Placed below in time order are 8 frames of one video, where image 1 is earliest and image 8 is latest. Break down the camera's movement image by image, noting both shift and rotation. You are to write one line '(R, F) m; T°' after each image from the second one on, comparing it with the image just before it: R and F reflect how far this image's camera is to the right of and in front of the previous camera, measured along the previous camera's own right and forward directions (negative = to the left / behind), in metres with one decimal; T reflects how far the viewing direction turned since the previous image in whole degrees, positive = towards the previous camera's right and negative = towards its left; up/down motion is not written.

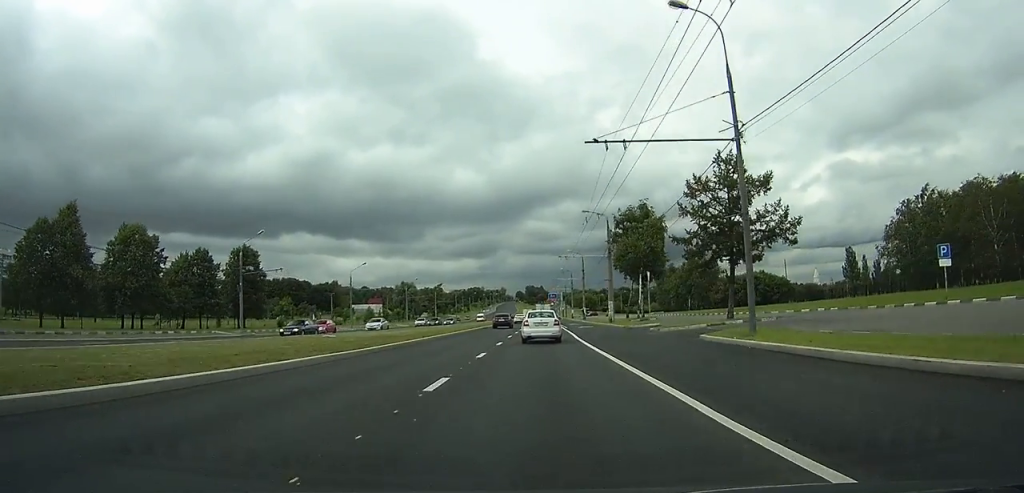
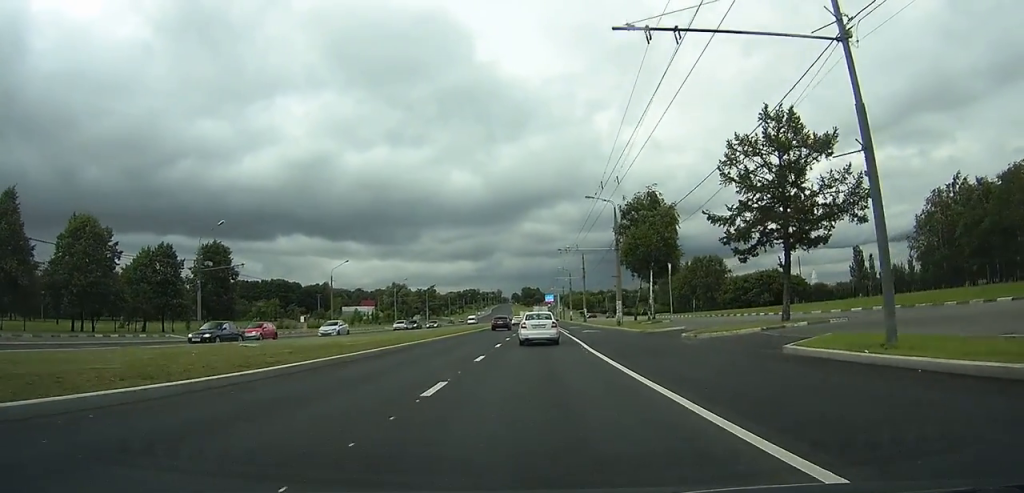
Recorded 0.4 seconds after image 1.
(0.0, +8.2) m; 0°
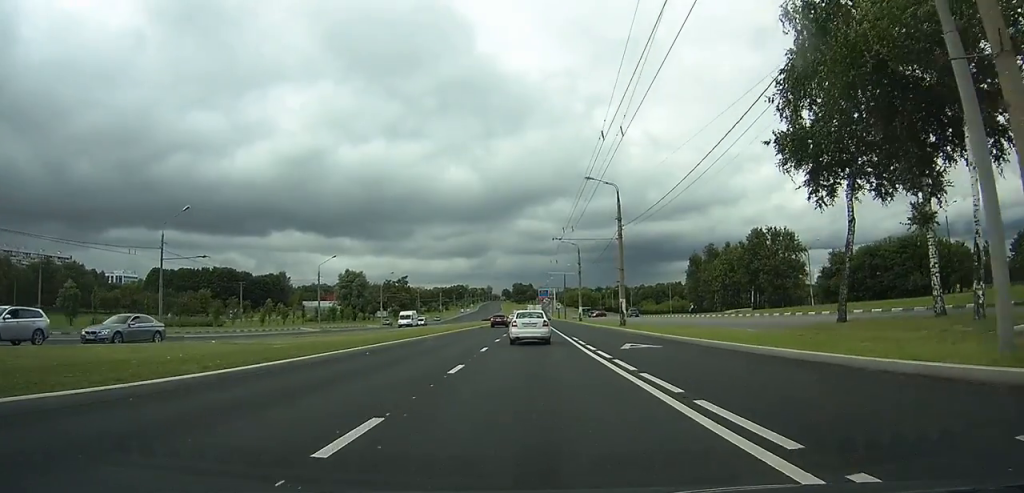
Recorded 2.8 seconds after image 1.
(+0.4, +44.6) m; +1°
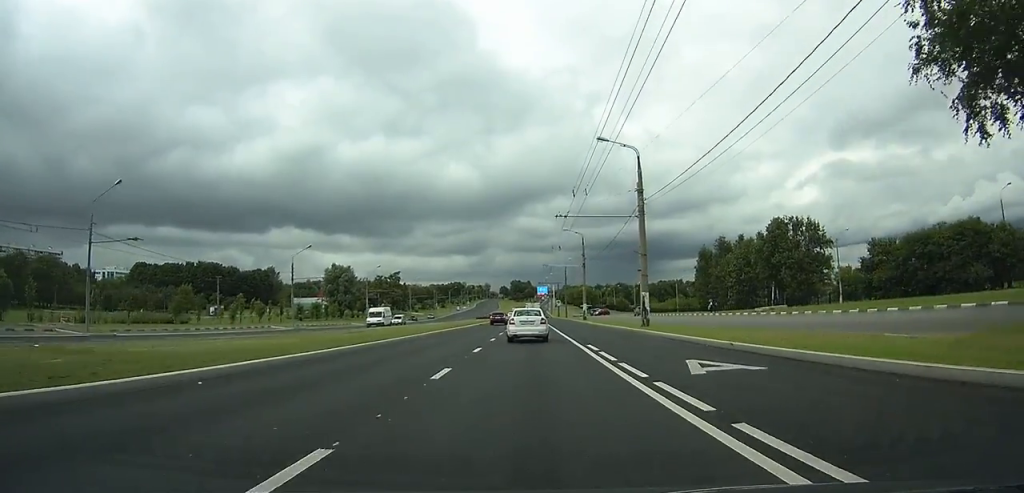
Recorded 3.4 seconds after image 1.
(0.0, +9.8) m; 0°
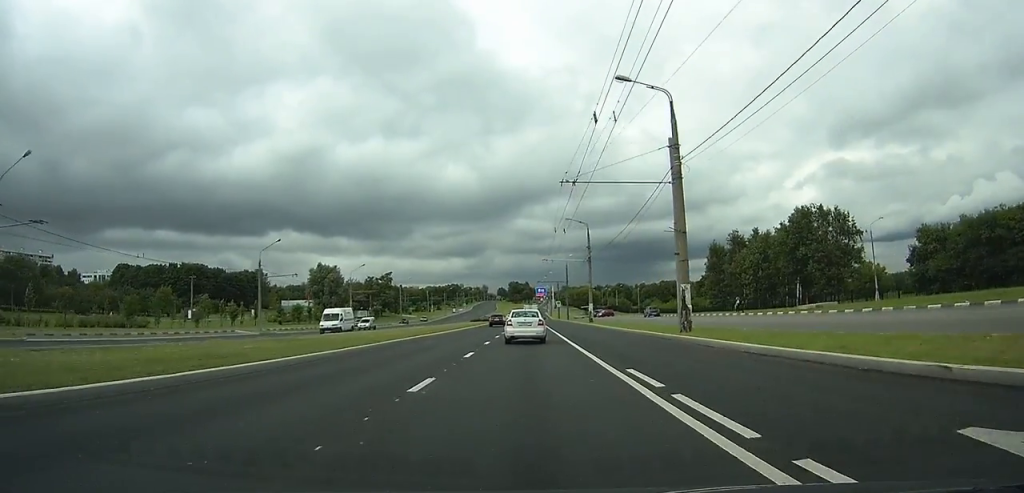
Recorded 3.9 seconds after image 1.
(+0.1, +9.7) m; 0°
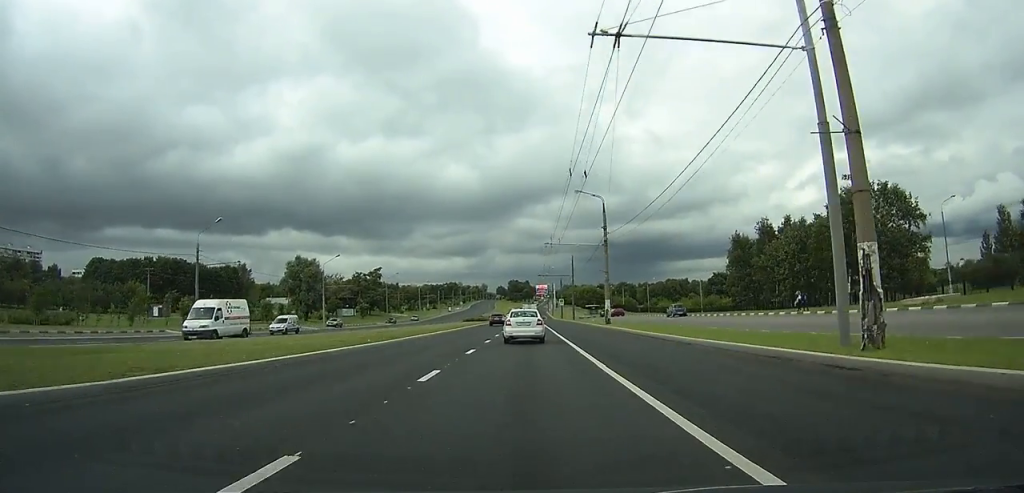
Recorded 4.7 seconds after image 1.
(0.0, +14.5) m; 0°
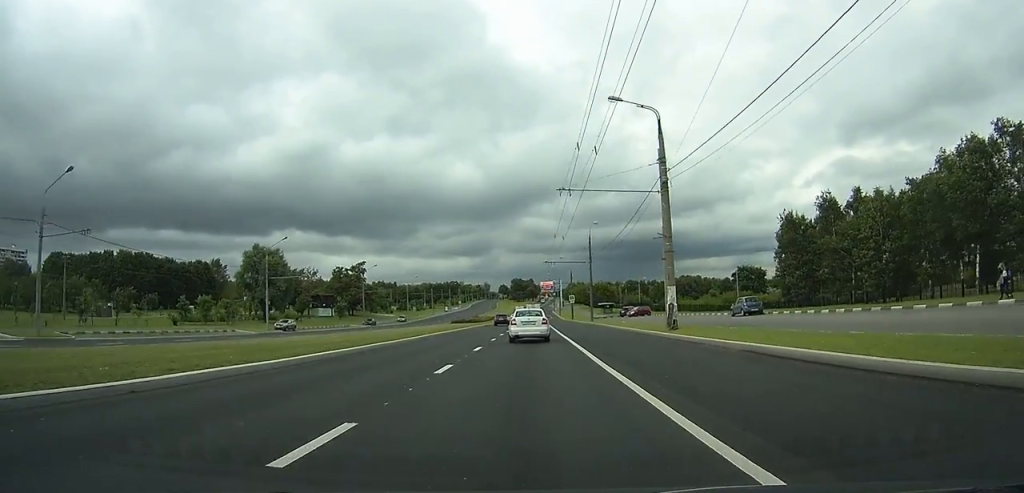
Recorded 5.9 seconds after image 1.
(-0.1, +22.2) m; 0°
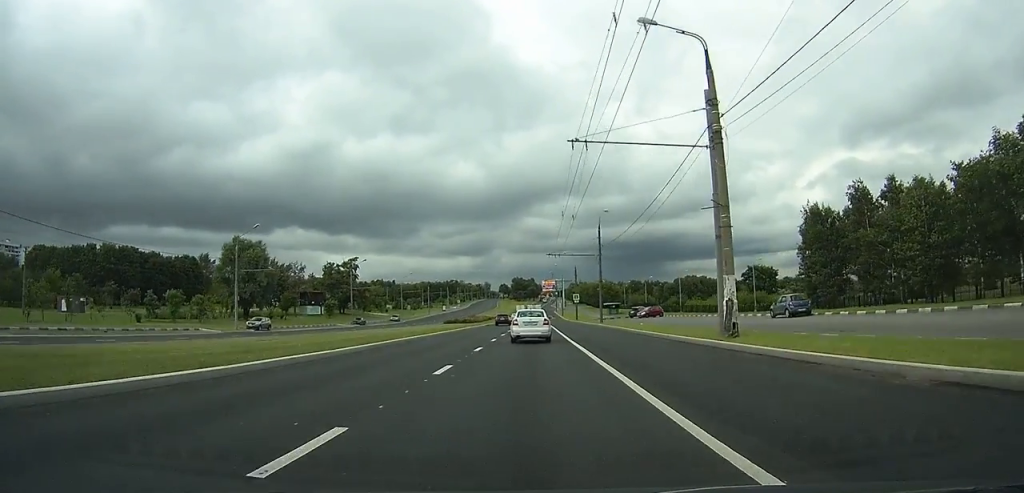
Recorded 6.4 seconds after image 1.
(0.0, +8.4) m; 0°
